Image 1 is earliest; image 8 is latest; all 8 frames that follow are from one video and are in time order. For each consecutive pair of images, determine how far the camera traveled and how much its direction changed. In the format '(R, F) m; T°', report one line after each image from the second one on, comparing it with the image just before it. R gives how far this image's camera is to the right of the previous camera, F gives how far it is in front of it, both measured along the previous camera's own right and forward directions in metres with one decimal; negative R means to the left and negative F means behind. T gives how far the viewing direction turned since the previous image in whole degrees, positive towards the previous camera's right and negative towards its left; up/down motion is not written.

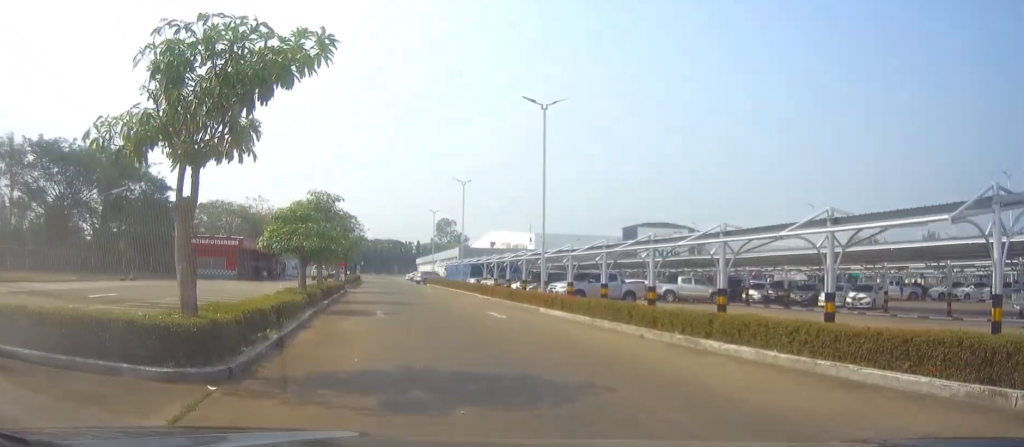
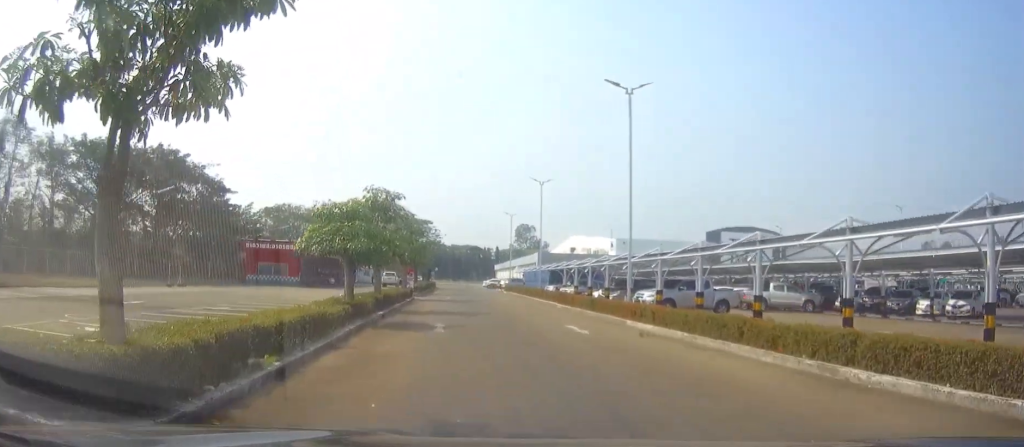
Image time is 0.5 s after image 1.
(-0.4, +3.6) m; -4°
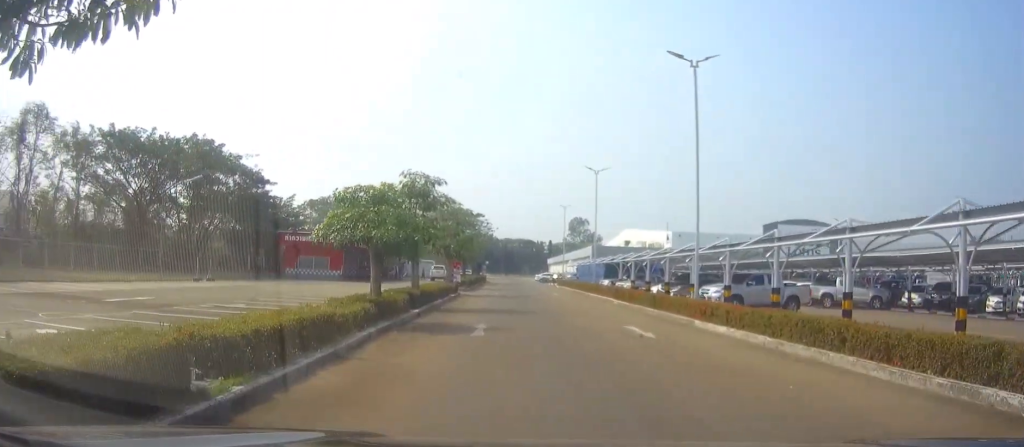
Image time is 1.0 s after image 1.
(-0.1, +2.9) m; -4°
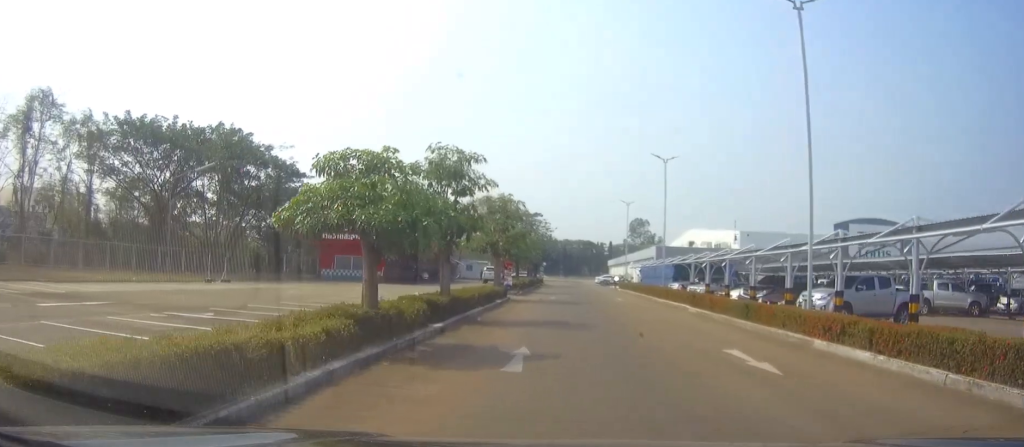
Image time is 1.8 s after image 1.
(-0.2, +6.0) m; -5°
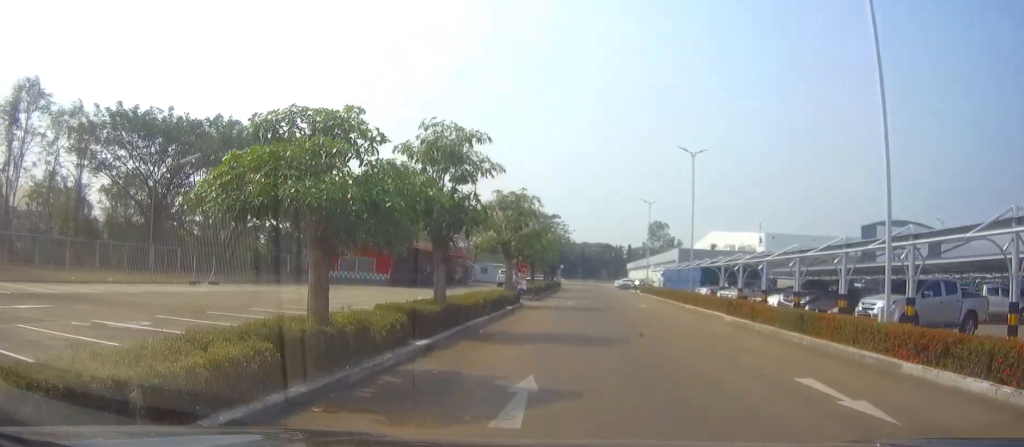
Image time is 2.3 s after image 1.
(-0.2, +3.6) m; -3°
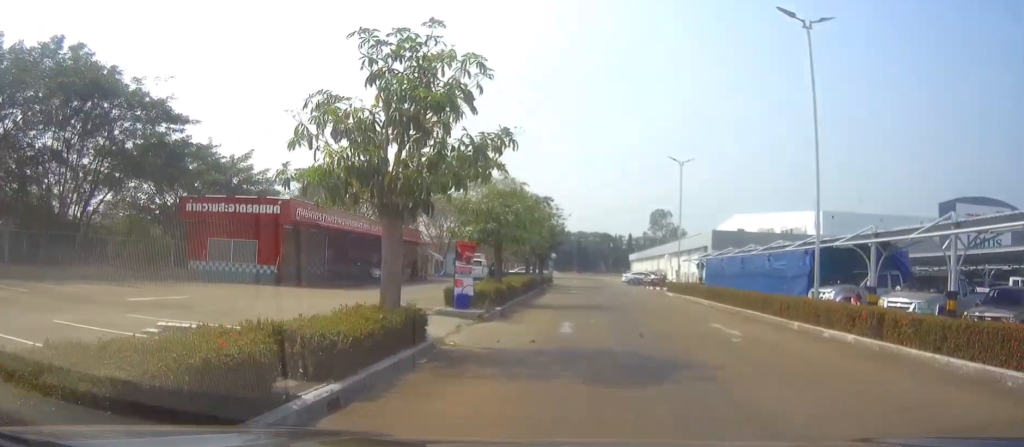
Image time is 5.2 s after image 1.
(-1.1, +21.2) m; -2°
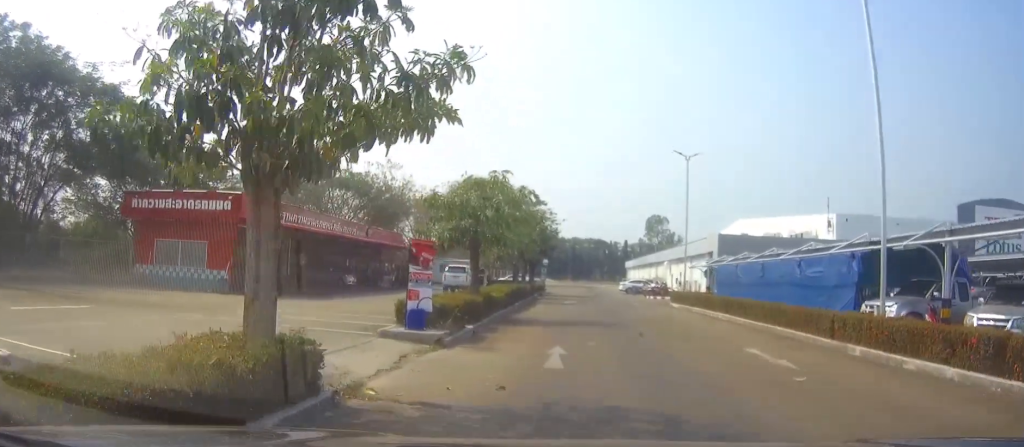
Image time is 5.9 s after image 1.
(0.0, +5.0) m; 0°
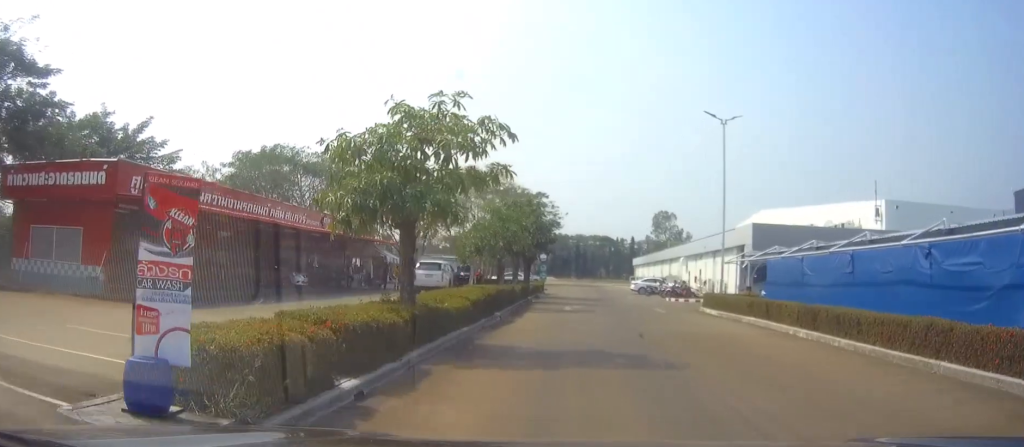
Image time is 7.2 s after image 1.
(0.0, +9.6) m; 0°
